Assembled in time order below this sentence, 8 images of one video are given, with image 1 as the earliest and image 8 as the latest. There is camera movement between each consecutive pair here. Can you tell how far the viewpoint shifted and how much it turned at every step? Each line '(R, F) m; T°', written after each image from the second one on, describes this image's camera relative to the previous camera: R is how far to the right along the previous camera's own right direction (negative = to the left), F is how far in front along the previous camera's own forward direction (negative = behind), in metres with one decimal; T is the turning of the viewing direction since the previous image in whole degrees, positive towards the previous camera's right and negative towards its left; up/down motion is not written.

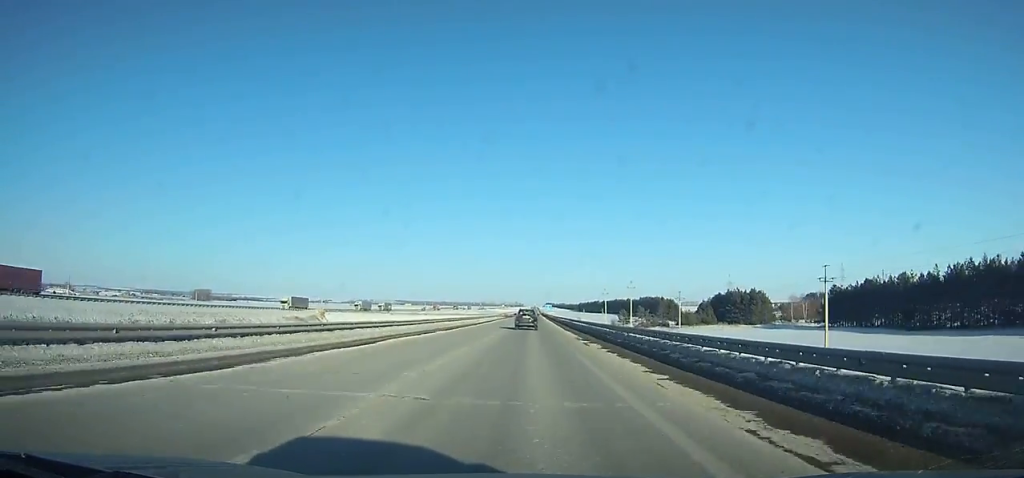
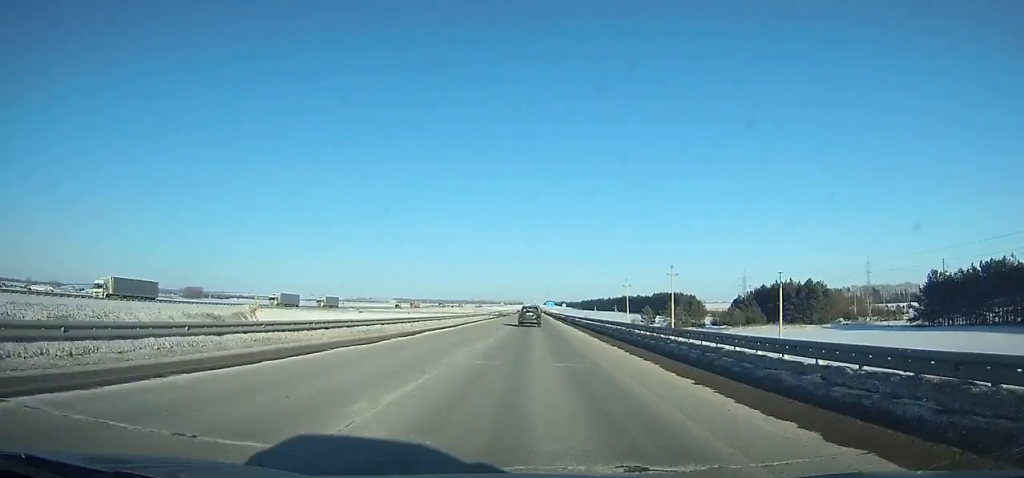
(+0.2, +42.9) m; 0°
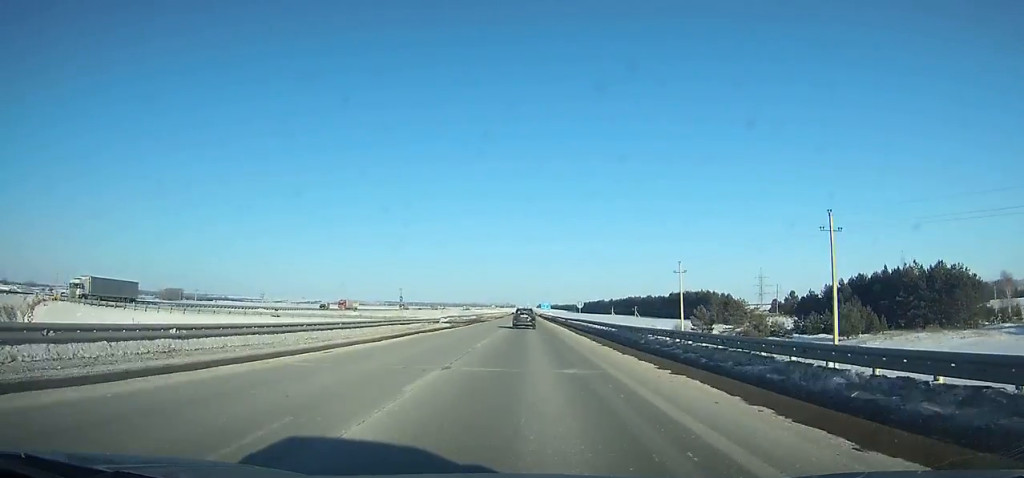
(+0.2, +58.4) m; 0°
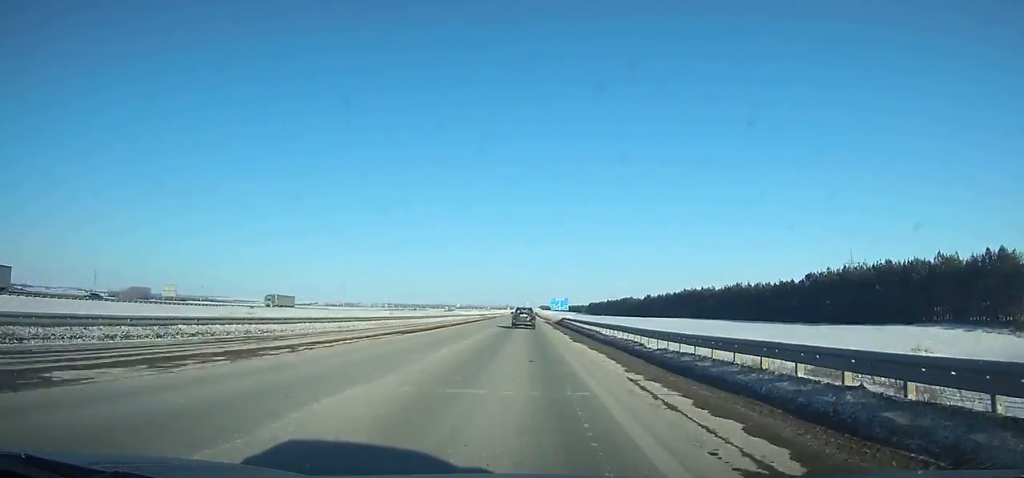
(+0.5, +147.0) m; 0°
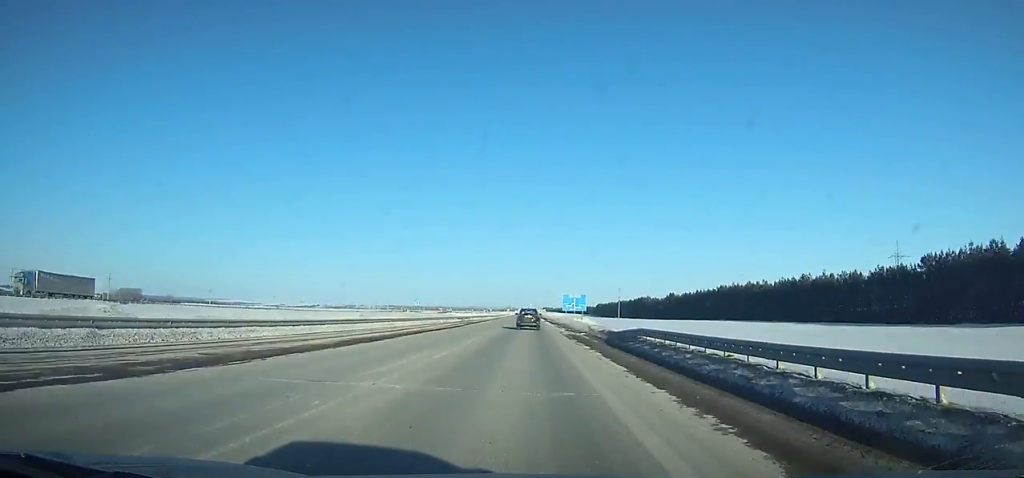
(+0.1, +46.9) m; 0°
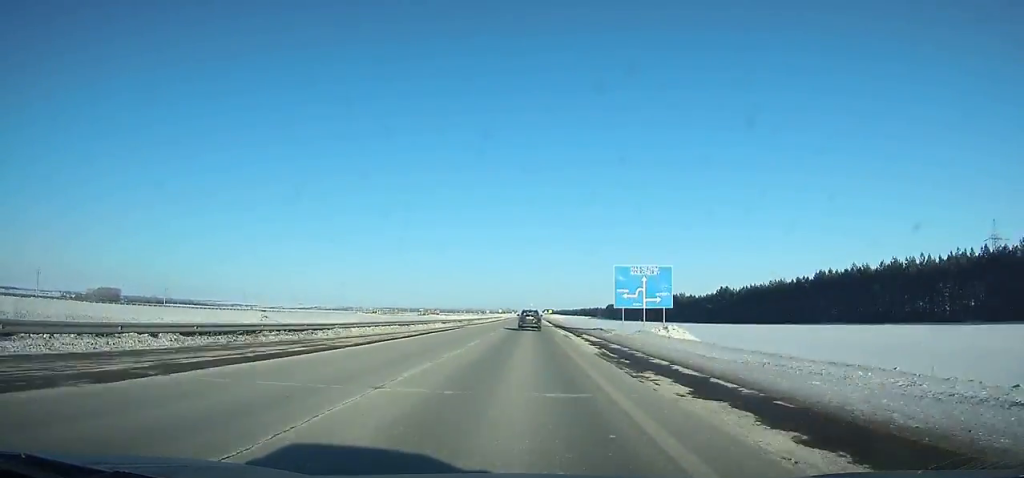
(-0.4, +75.3) m; 0°
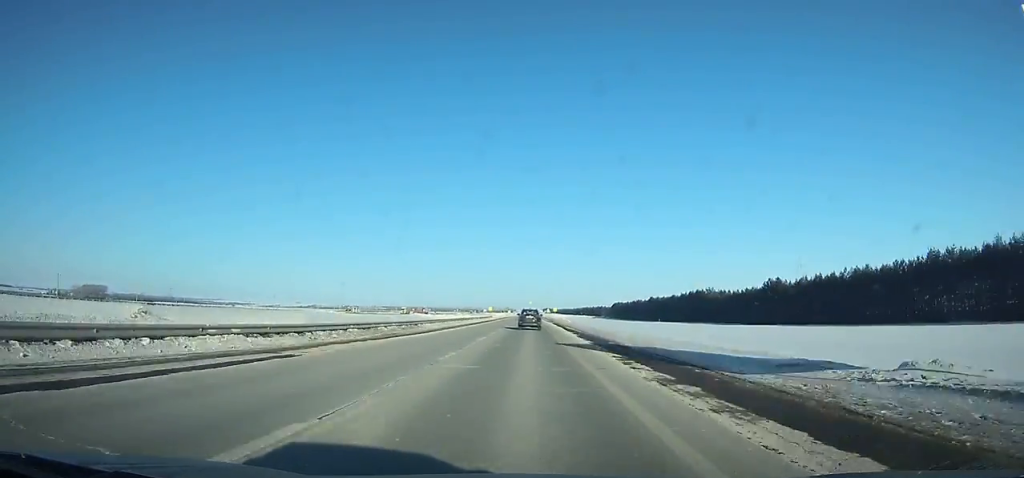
(+0.1, +44.0) m; 0°
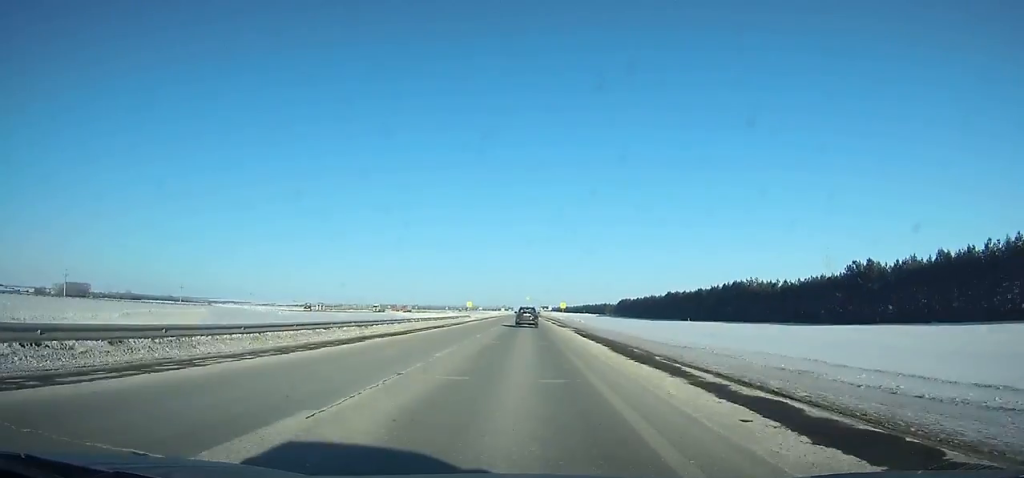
(0.0, +46.6) m; 0°
